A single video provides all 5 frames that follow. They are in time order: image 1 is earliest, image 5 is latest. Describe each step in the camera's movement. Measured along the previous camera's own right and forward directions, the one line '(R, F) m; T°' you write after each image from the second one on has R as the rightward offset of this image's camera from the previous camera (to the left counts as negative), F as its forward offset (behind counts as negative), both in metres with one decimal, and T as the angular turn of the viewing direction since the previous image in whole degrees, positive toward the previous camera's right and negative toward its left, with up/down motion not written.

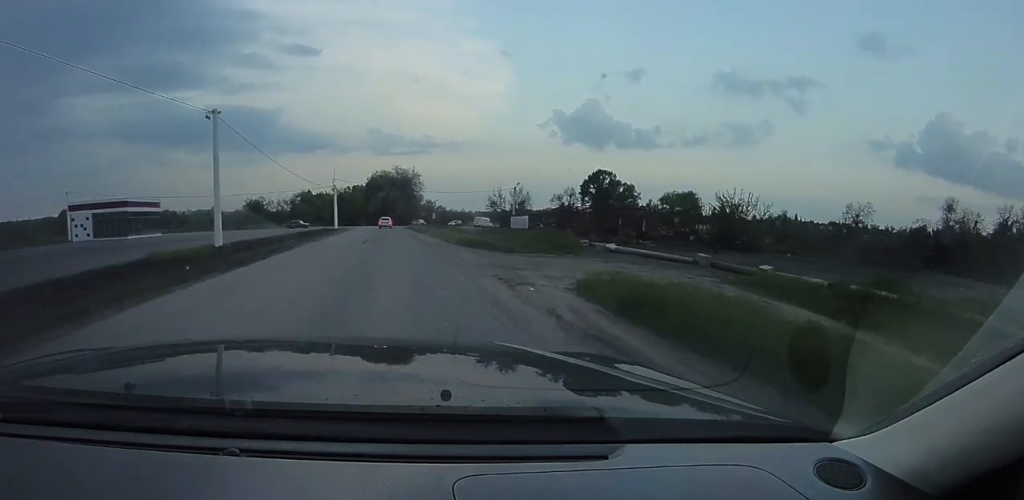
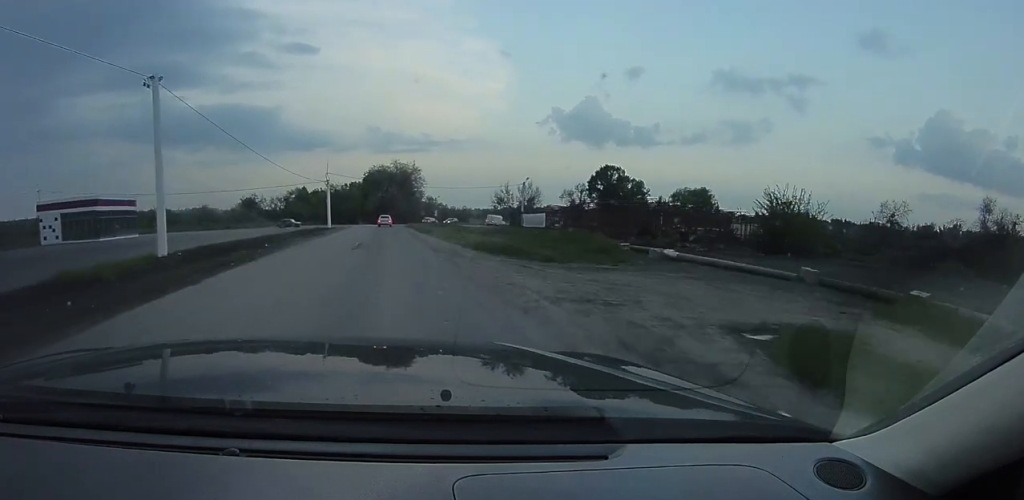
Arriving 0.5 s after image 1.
(+0.1, +7.0) m; -1°
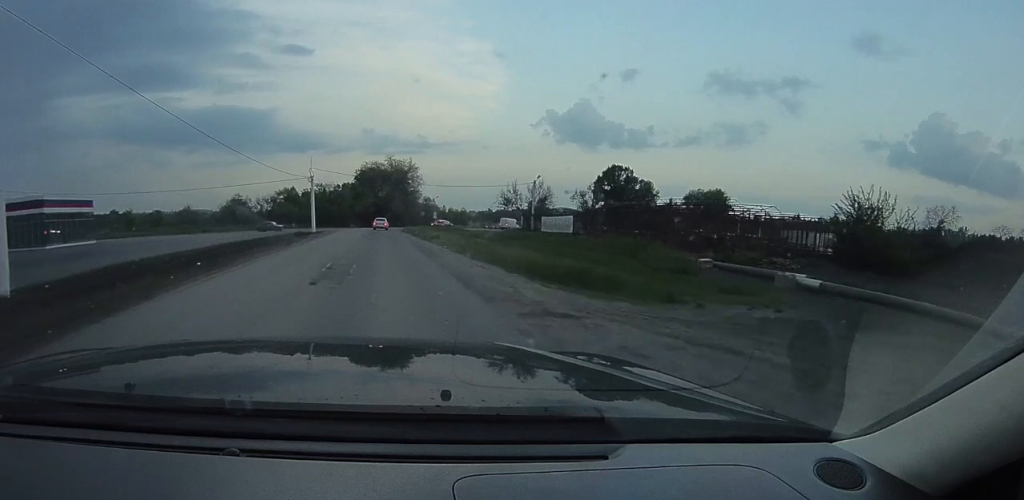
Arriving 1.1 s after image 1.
(-0.5, +9.8) m; +1°
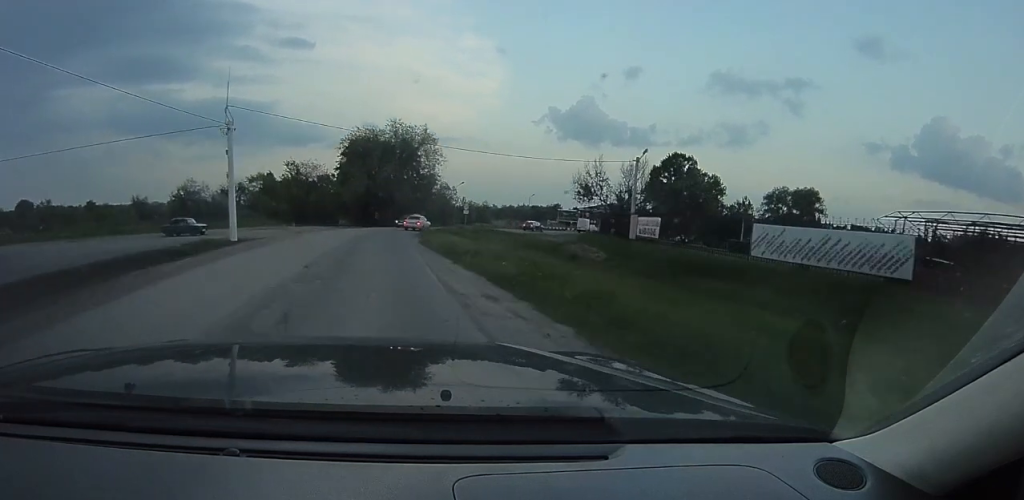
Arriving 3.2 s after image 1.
(+2.2, +32.7) m; +4°
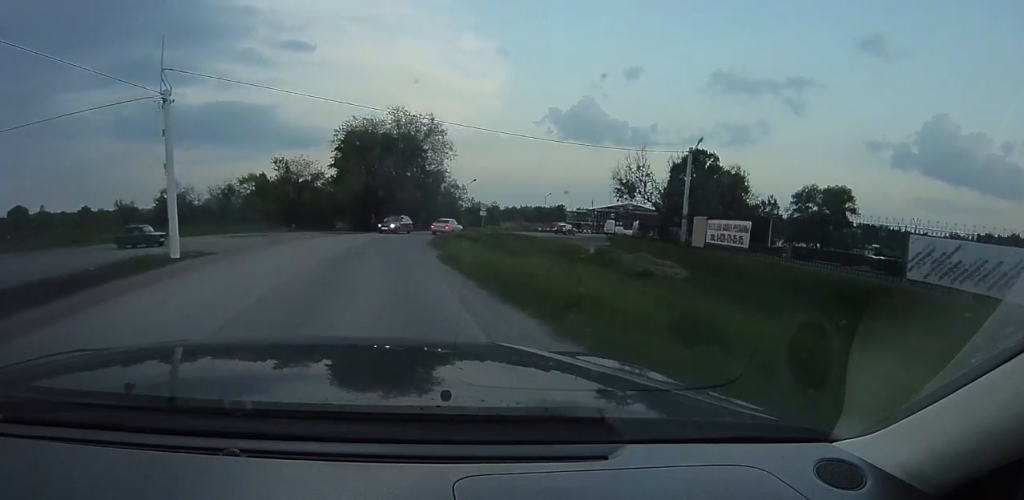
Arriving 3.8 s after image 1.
(-0.1, +8.8) m; -1°
